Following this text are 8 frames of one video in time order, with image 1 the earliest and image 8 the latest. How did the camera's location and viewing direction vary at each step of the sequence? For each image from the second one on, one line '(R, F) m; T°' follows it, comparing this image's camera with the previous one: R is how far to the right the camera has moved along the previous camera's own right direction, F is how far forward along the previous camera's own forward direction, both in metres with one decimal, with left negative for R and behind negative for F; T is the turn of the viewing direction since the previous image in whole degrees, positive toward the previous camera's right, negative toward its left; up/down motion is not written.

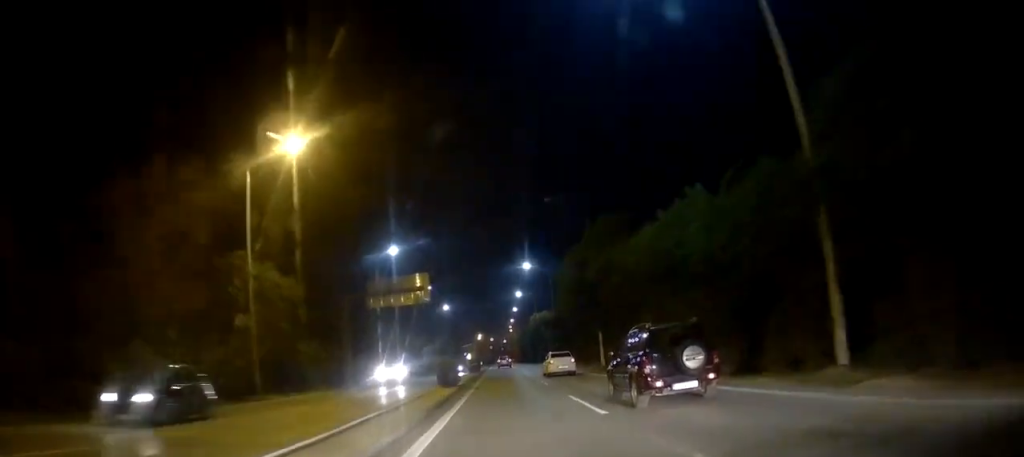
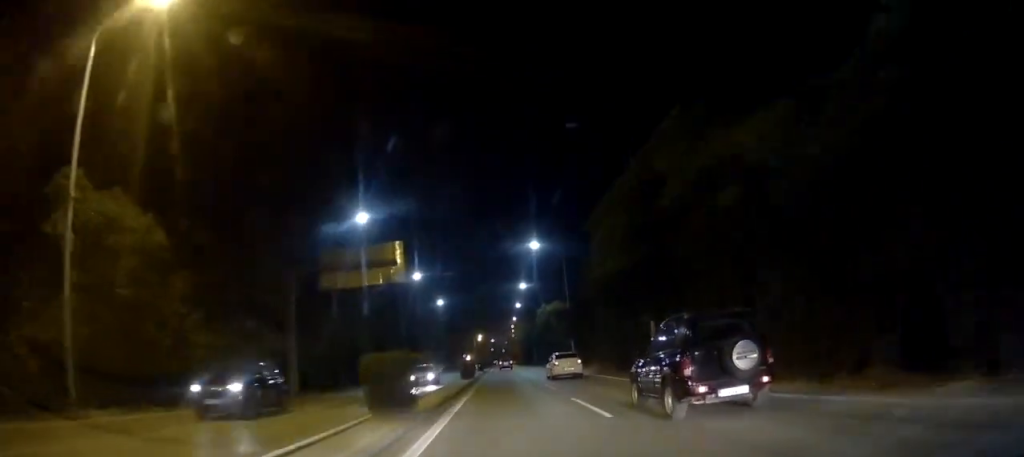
(-0.1, +14.7) m; -1°
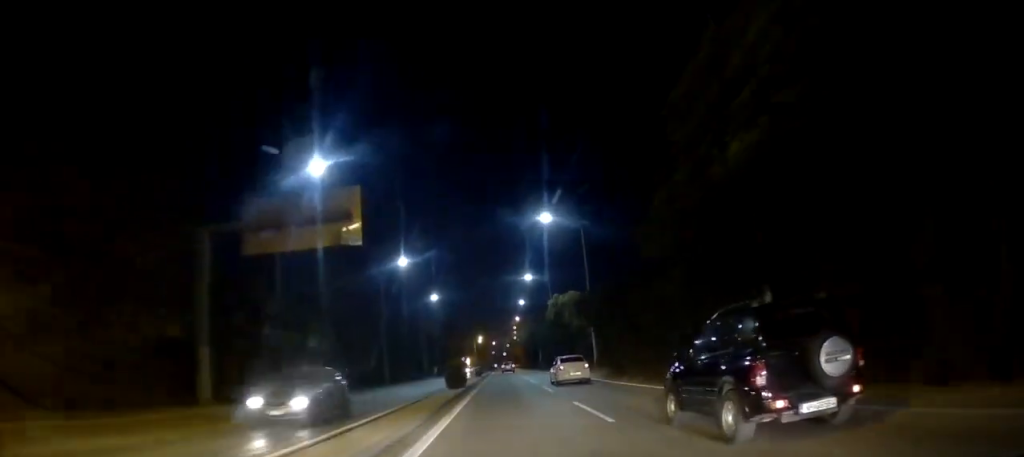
(-0.1, +12.9) m; 0°
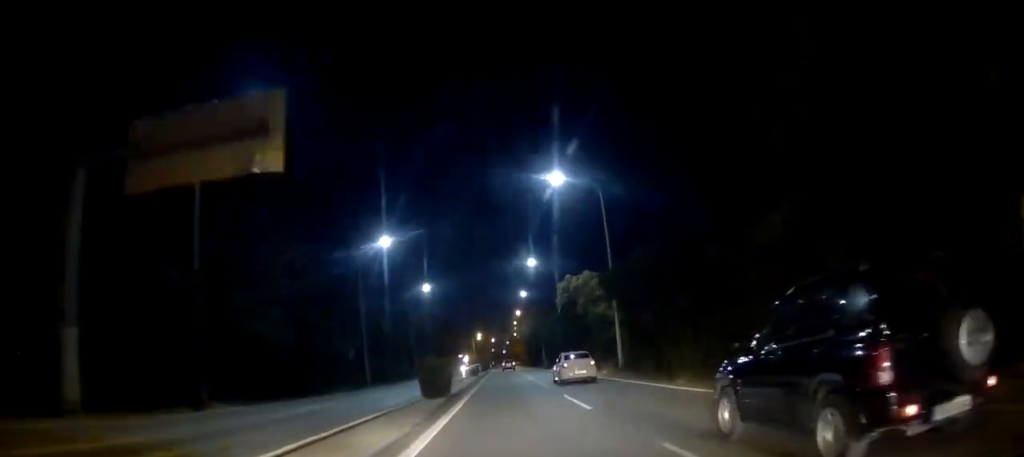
(-0.1, +9.8) m; 0°
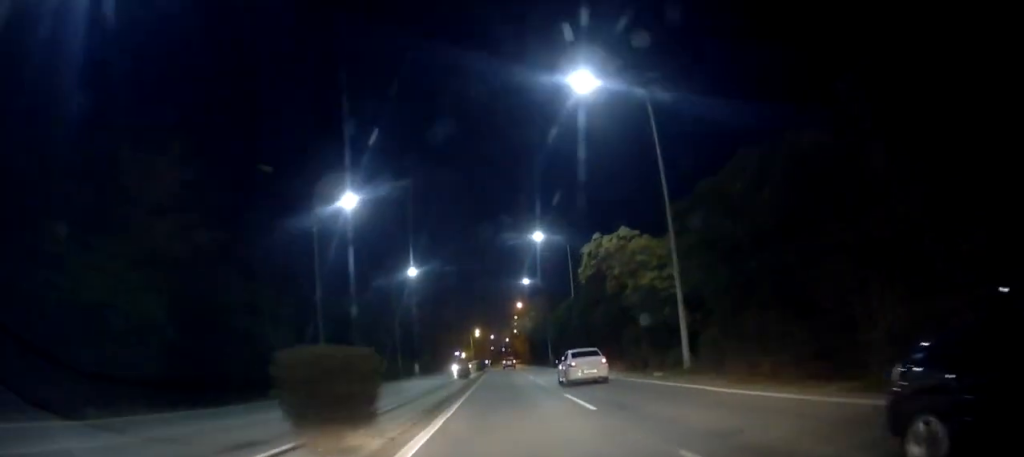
(+0.1, +13.3) m; 0°
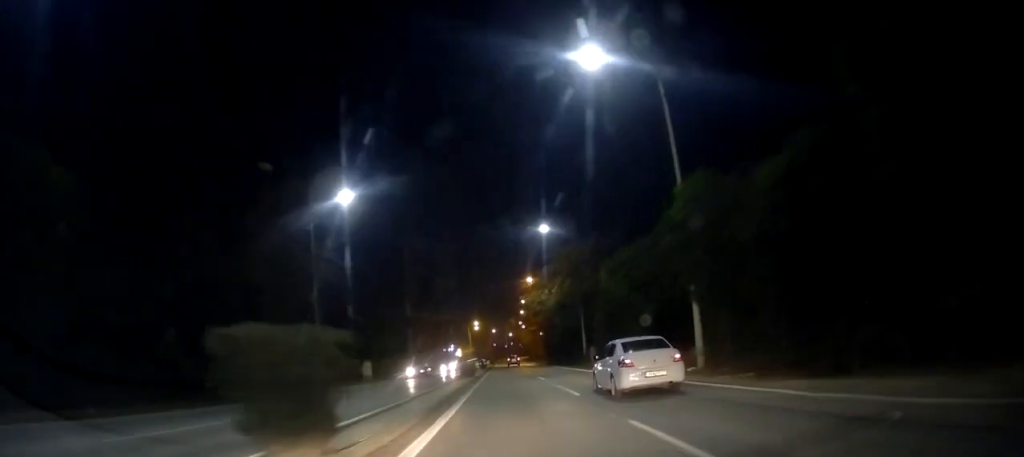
(-0.2, +32.8) m; -1°
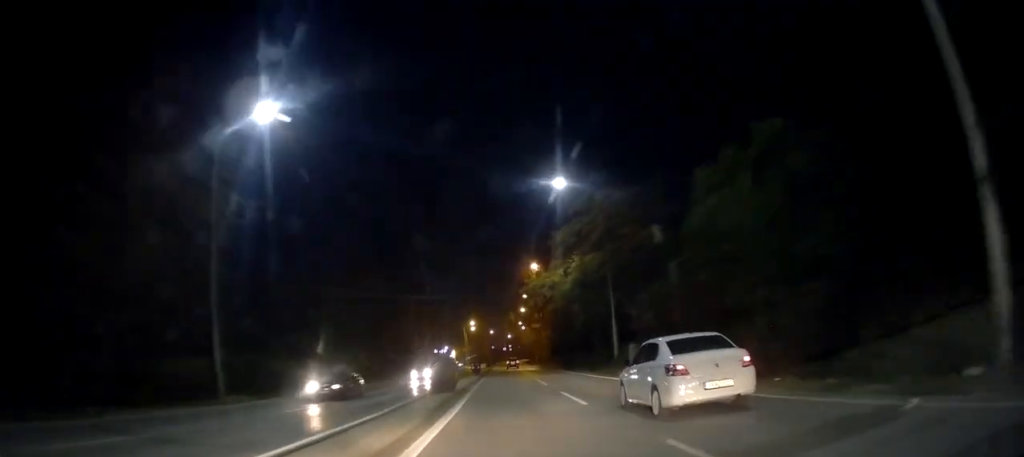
(0.0, +14.8) m; +1°
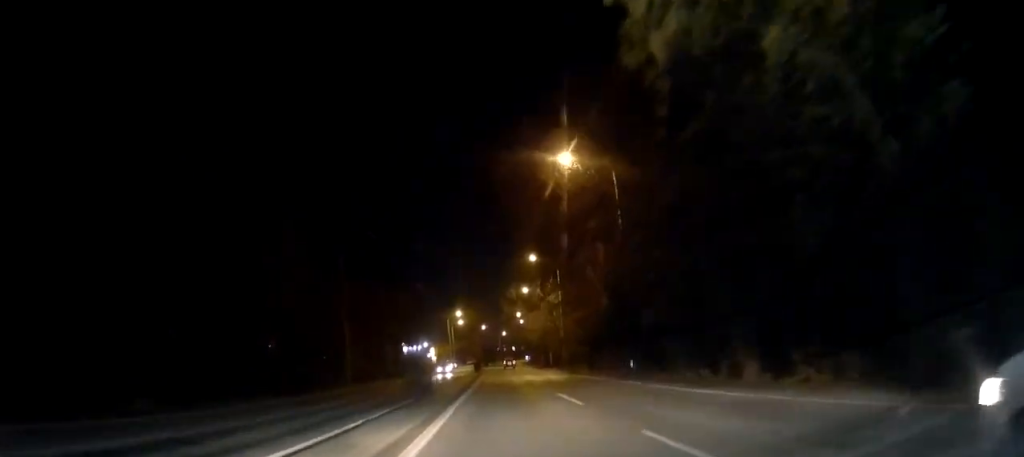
(+0.3, +37.4) m; 0°
